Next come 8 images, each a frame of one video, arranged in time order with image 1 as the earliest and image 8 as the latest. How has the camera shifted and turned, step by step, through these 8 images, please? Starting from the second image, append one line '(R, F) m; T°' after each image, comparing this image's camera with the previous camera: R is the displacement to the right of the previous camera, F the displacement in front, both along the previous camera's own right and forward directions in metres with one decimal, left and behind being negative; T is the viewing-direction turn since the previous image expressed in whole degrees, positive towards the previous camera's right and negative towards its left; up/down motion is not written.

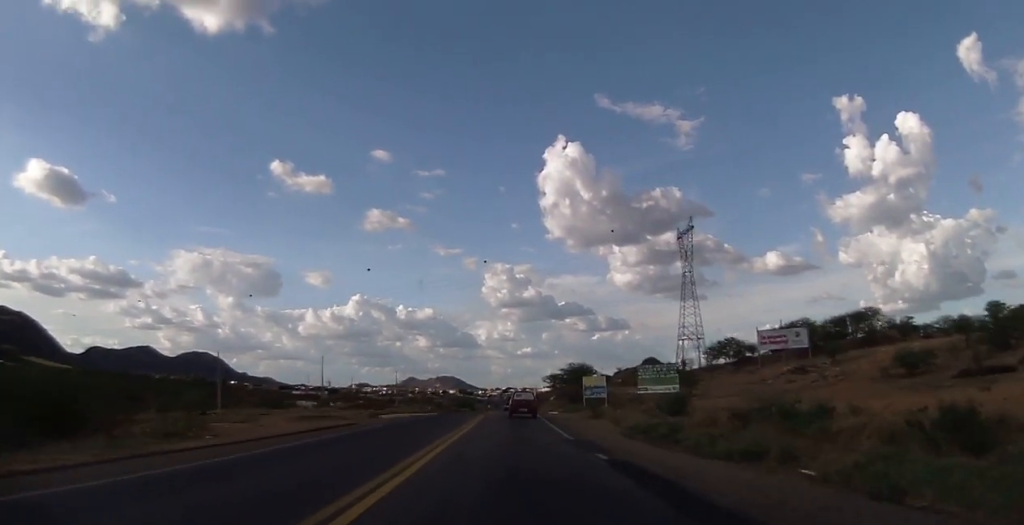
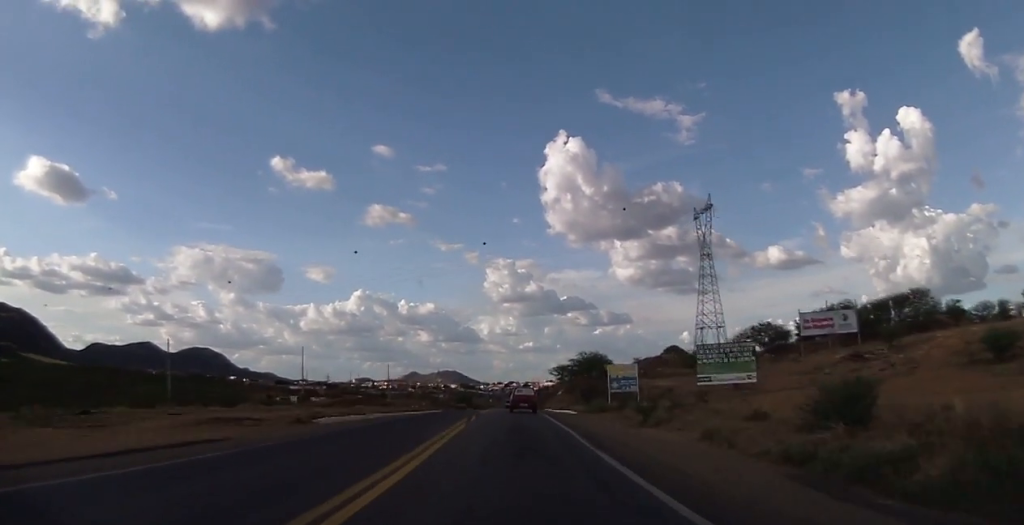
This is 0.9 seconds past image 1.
(+0.1, +16.1) m; +1°
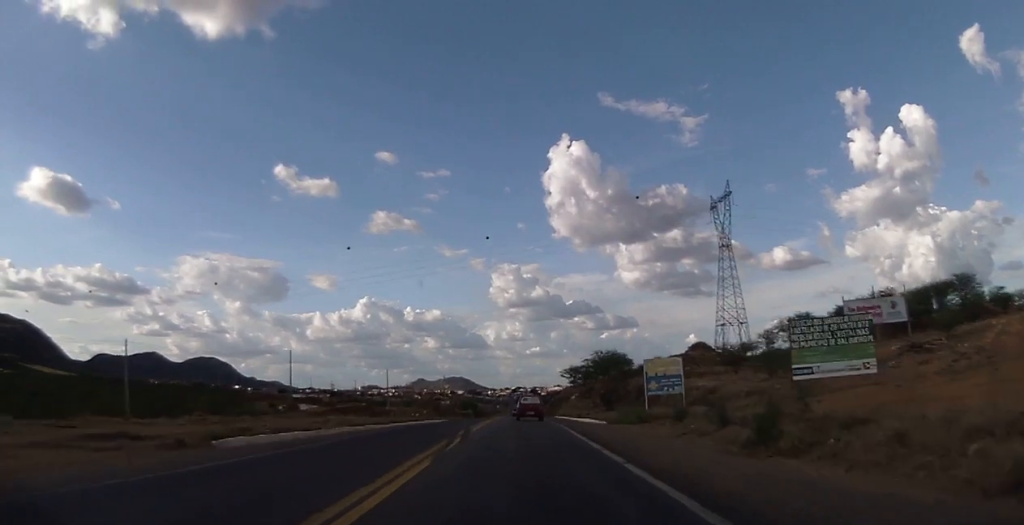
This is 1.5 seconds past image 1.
(0.0, +11.7) m; 0°
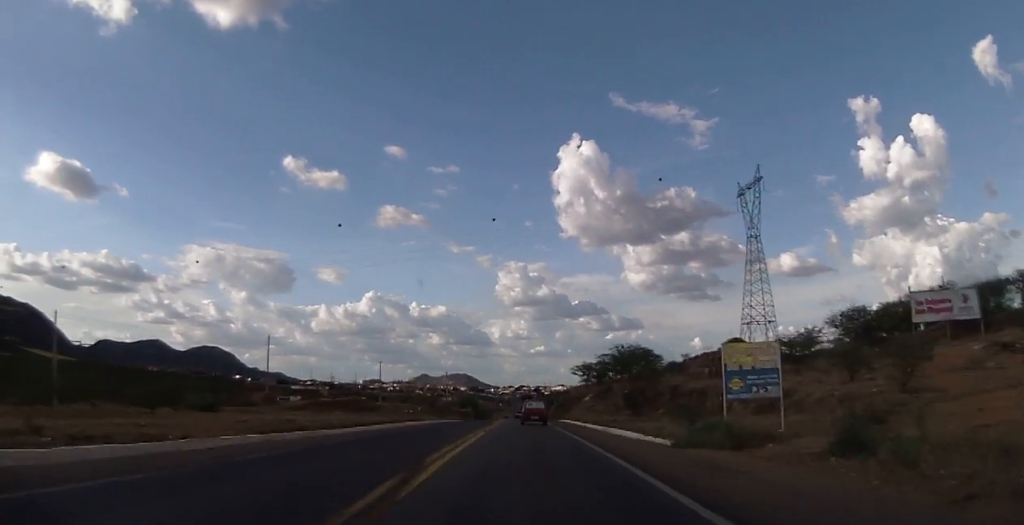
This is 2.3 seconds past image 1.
(0.0, +13.9) m; 0°
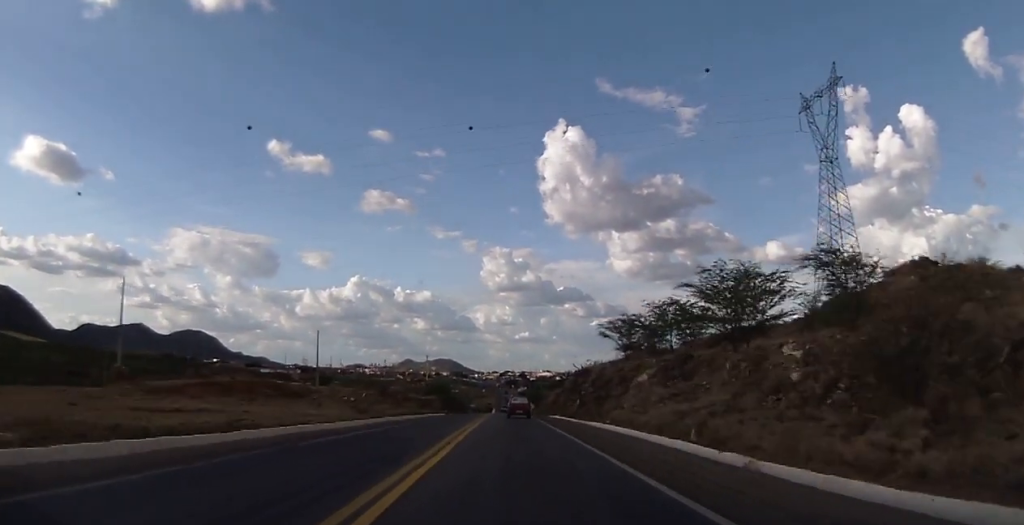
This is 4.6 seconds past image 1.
(-1.0, +41.6) m; -1°
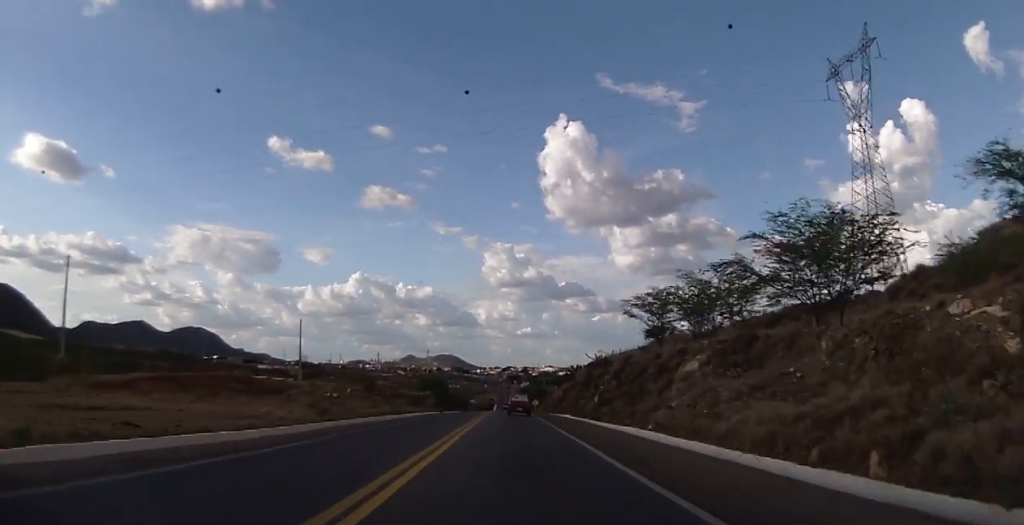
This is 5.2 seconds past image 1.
(+0.3, +10.9) m; +1°
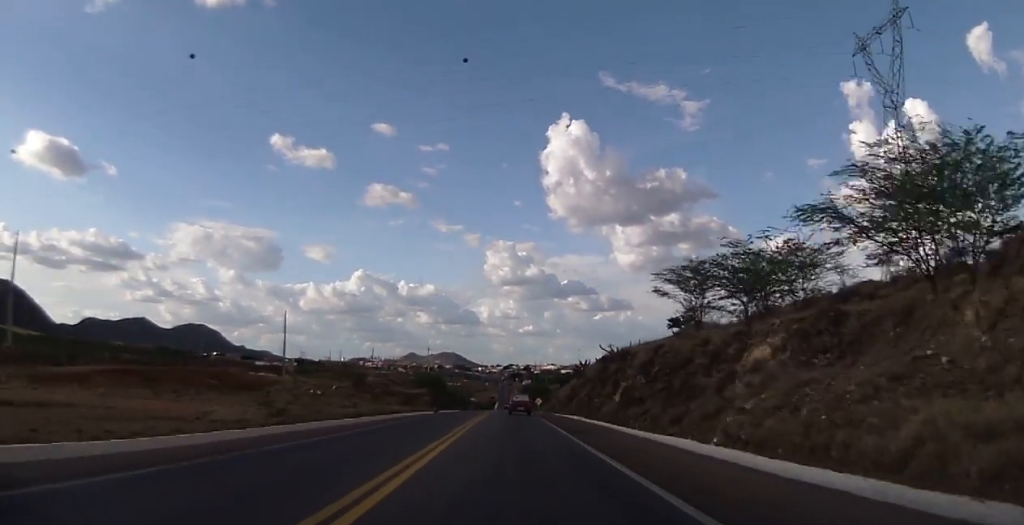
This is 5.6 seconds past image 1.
(+0.1, +8.5) m; 0°
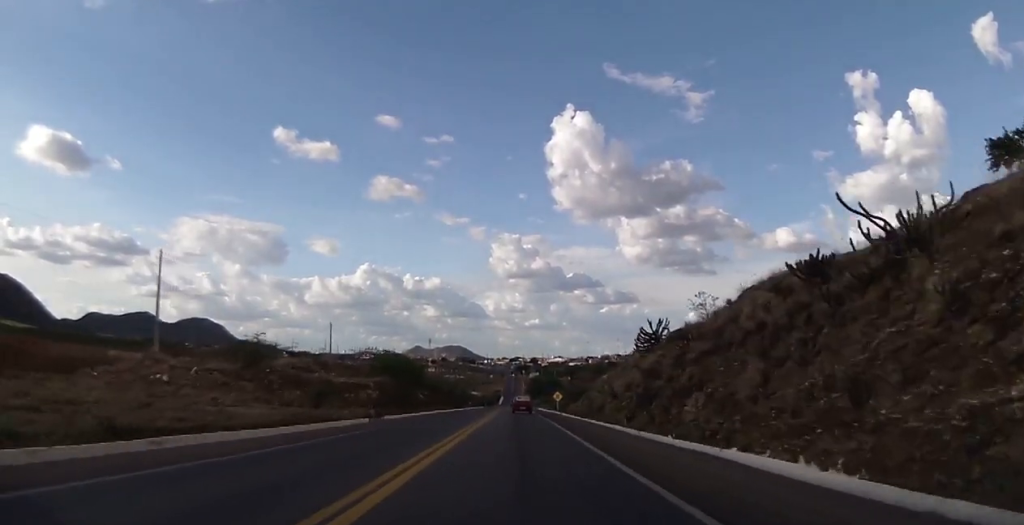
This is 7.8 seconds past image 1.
(-0.4, +39.0) m; -2°
